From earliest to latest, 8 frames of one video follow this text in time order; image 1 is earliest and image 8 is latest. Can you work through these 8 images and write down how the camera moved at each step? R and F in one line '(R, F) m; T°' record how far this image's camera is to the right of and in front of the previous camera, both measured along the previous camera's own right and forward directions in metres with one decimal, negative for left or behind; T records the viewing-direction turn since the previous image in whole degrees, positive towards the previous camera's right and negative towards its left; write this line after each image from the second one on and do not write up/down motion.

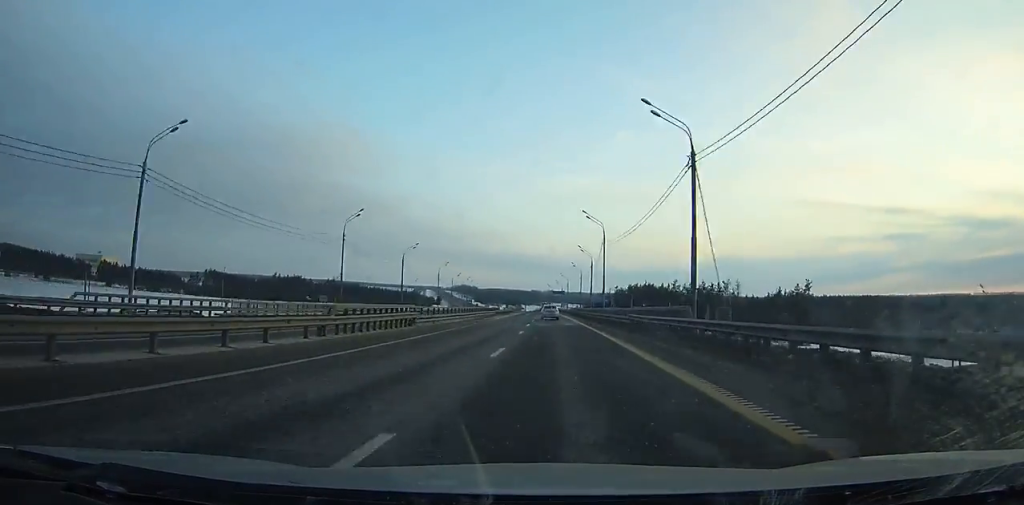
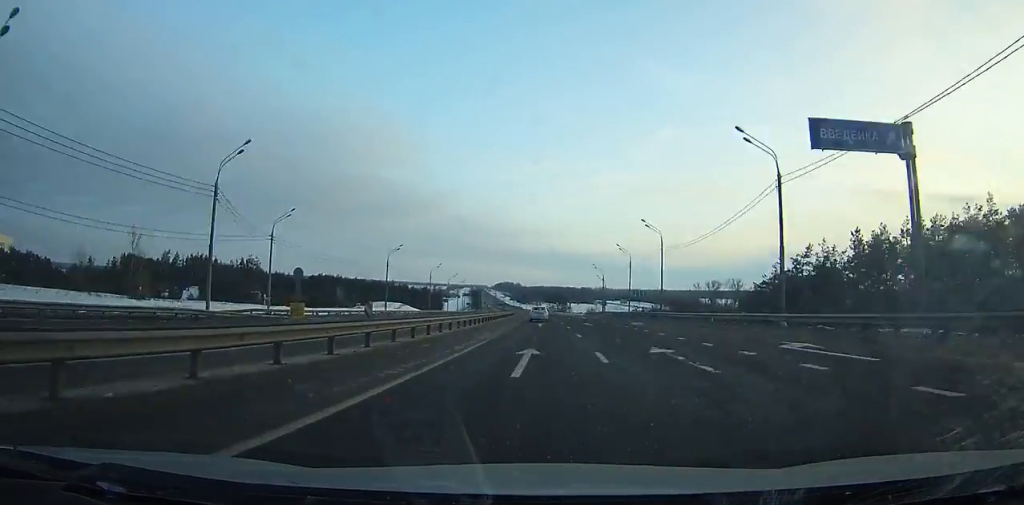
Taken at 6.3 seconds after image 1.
(-8.2, +181.4) m; -5°
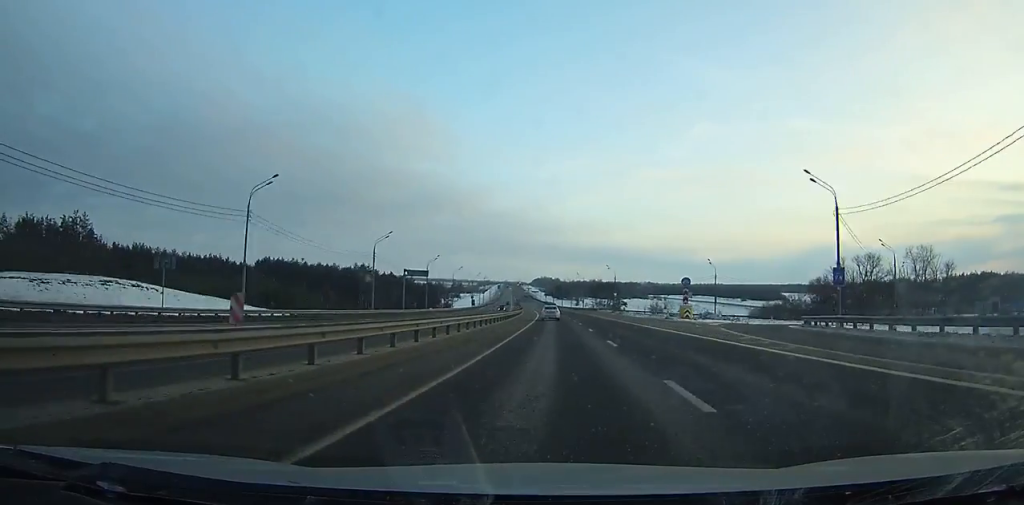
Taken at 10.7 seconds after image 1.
(-4.0, +128.2) m; -3°
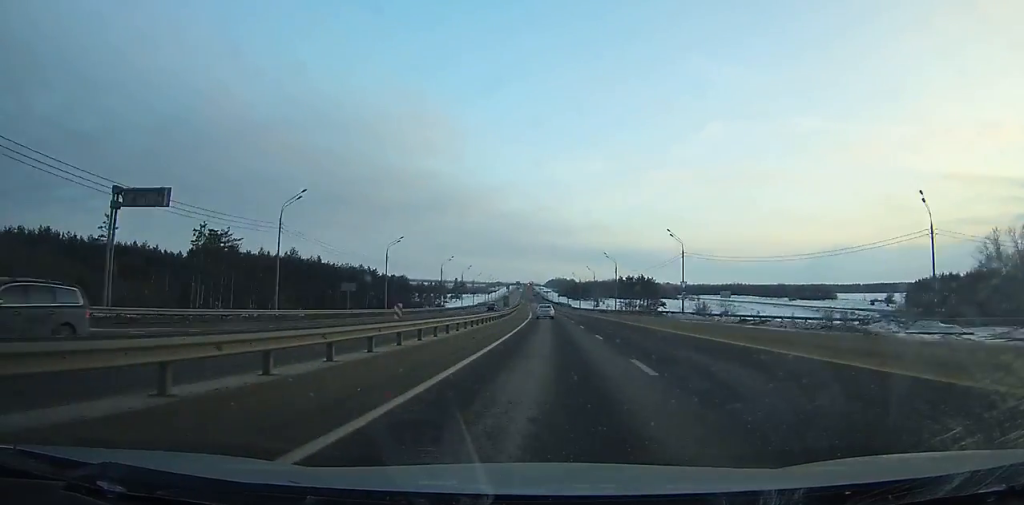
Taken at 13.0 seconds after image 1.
(-1.0, +68.6) m; -2°
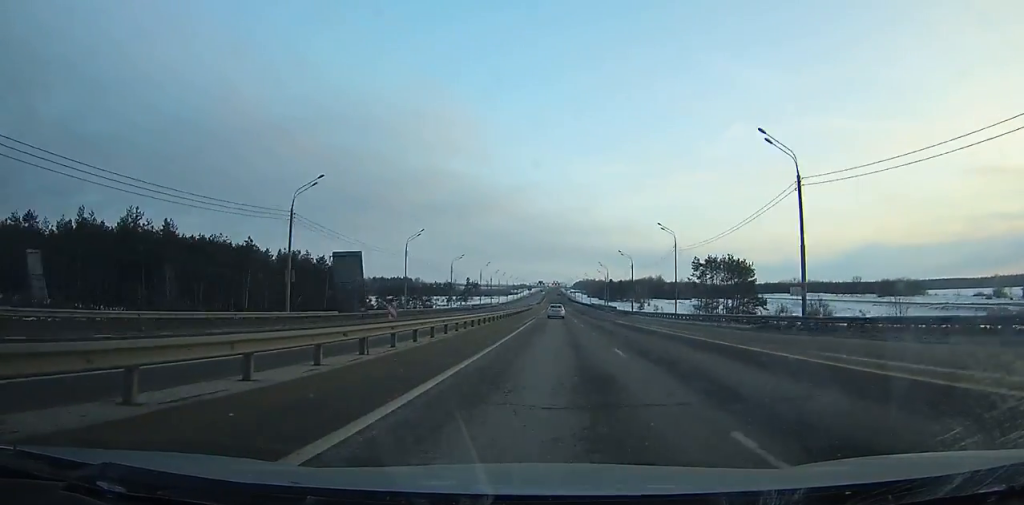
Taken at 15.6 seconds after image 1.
(-1.2, +78.8) m; -1°
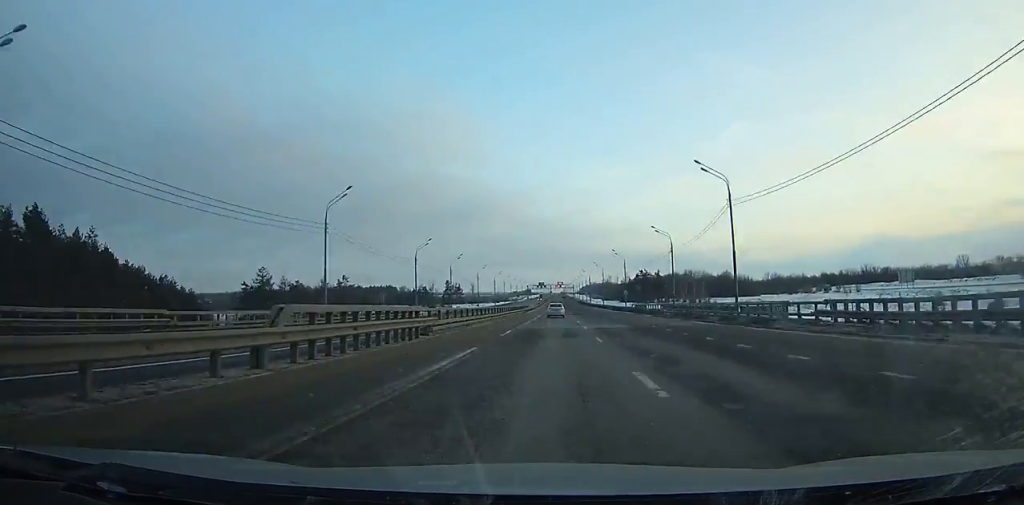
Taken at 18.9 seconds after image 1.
(-0.9, +101.7) m; -1°
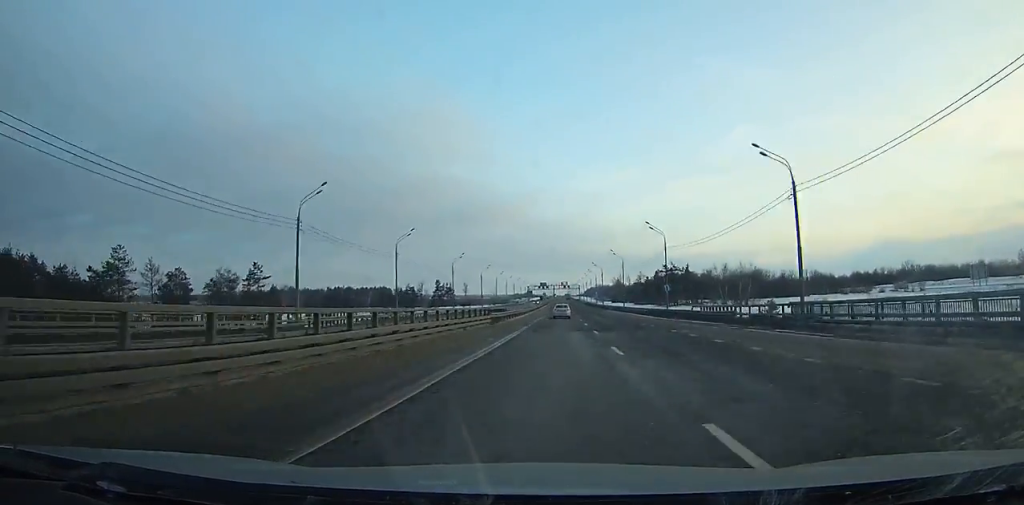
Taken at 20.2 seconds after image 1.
(-0.1, +40.3) m; 0°
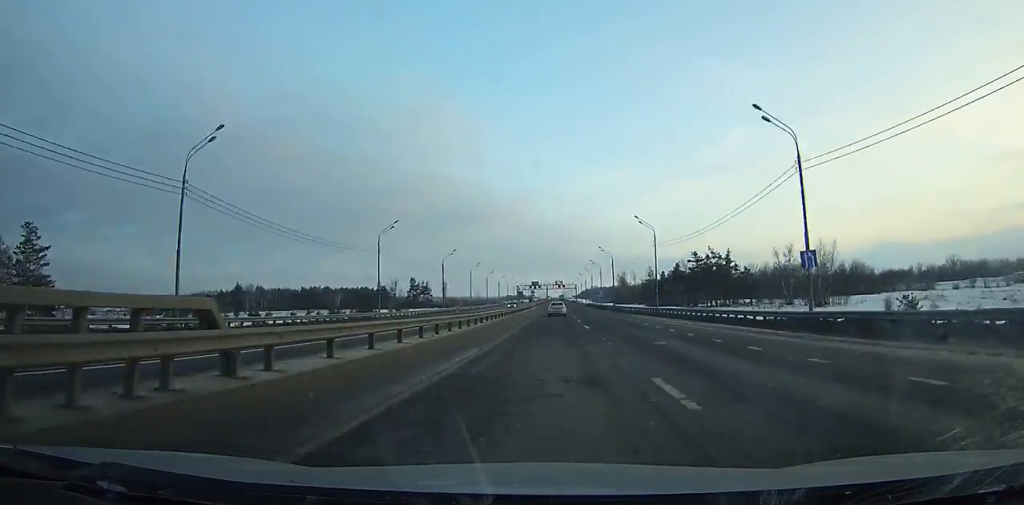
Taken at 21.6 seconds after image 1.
(0.0, +43.3) m; 0°
